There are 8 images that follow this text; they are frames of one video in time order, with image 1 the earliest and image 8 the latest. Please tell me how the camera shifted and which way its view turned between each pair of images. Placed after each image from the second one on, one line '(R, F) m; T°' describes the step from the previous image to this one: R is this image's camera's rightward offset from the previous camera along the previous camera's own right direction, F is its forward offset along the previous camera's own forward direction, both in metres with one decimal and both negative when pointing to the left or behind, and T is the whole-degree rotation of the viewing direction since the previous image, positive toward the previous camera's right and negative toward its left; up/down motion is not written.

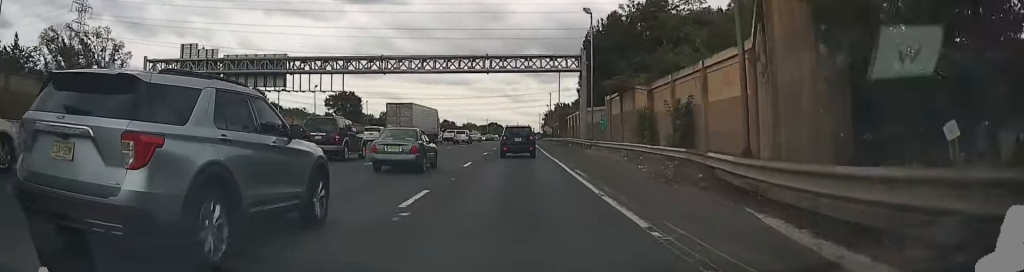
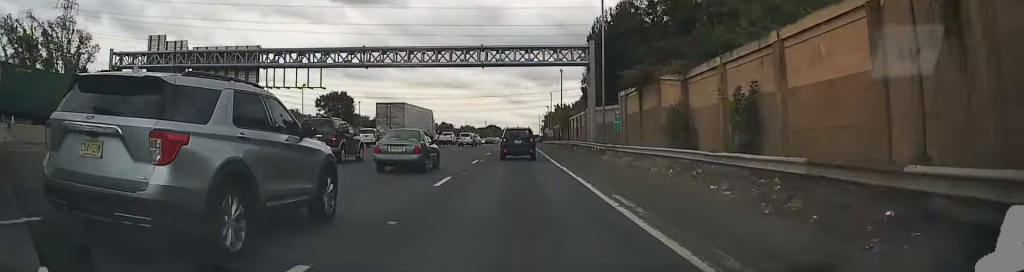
(+0.1, +7.8) m; 0°
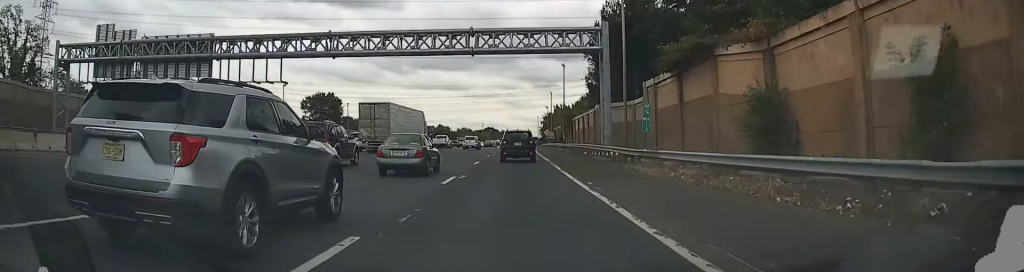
(-0.1, +10.3) m; 0°
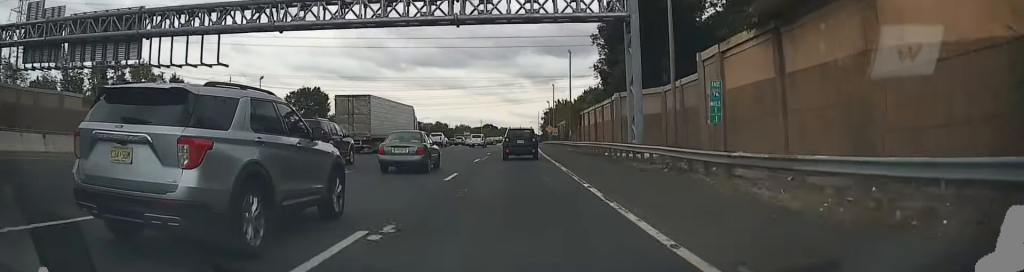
(0.0, +11.5) m; 0°
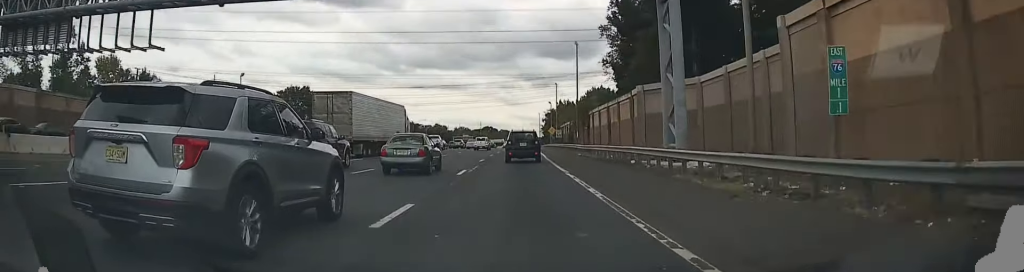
(0.0, +8.5) m; 0°
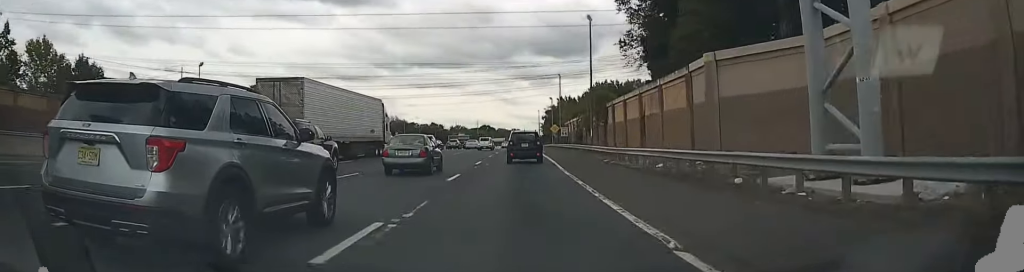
(+0.1, +14.3) m; 0°
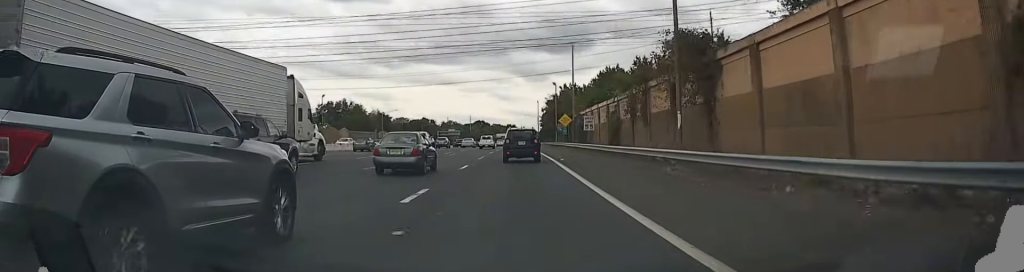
(-0.1, +30.5) m; 0°
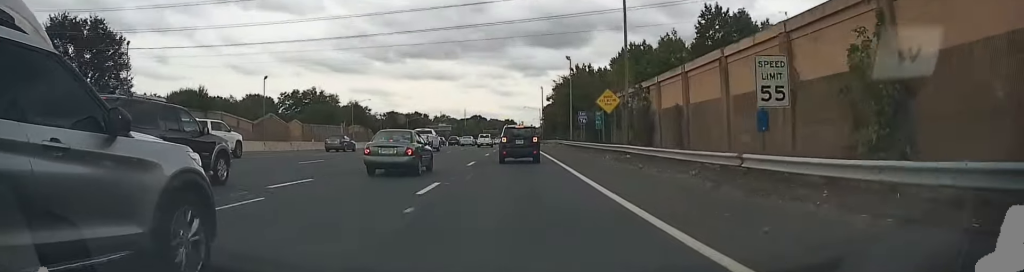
(+0.3, +34.8) m; 0°
